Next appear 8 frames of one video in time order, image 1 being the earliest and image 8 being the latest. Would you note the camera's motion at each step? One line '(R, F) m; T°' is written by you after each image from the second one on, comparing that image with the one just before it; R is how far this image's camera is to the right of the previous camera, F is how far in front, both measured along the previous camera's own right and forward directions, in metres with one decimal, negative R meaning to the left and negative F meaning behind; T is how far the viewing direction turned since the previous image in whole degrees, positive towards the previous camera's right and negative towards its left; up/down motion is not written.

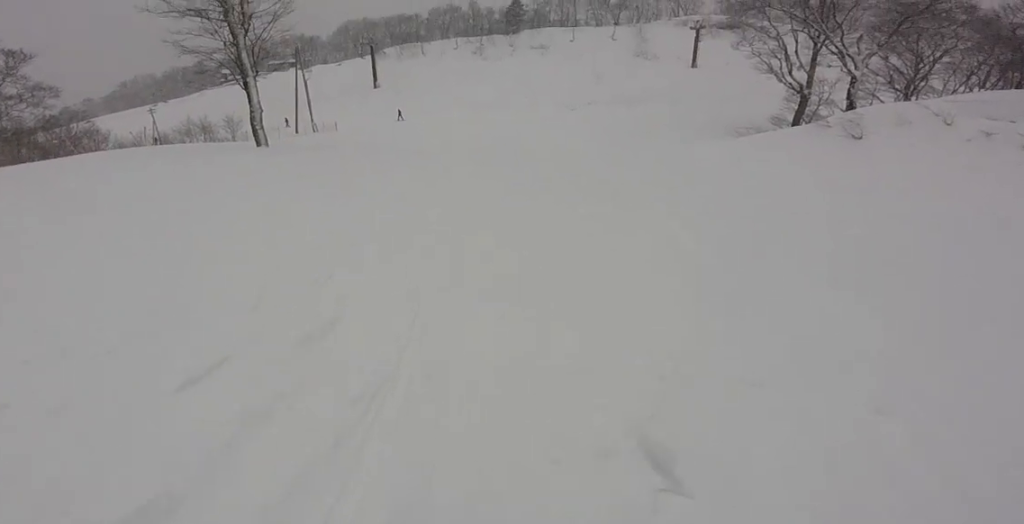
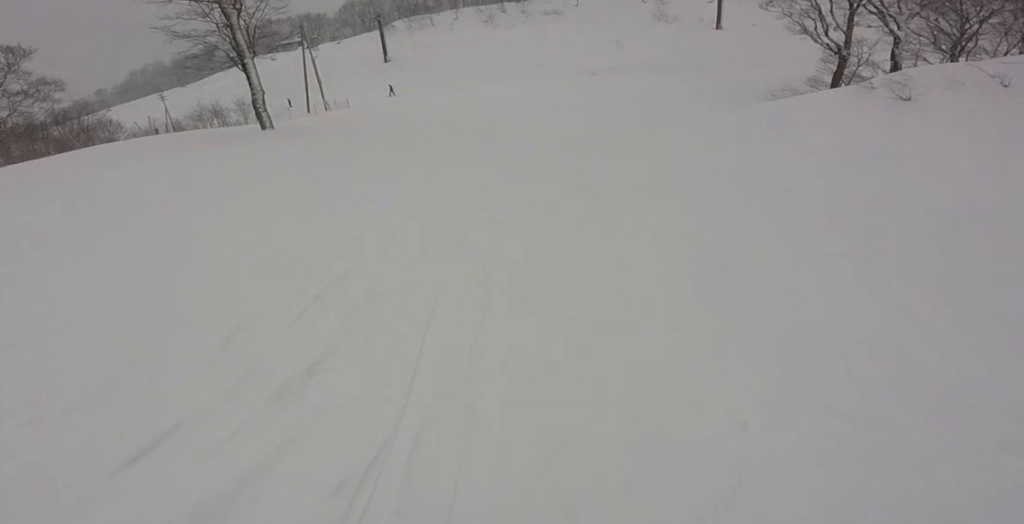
(-0.4, +1.7) m; -9°
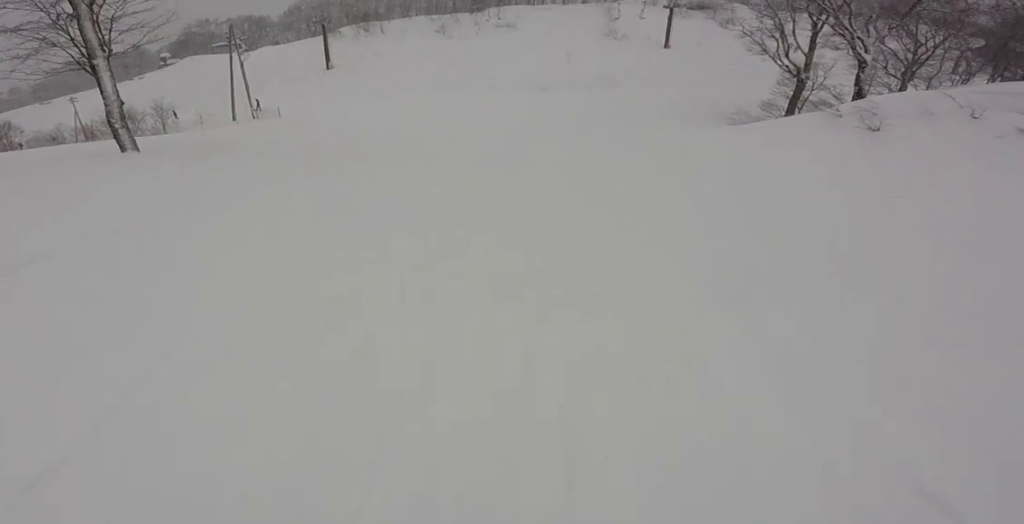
(+1.3, +6.4) m; +13°
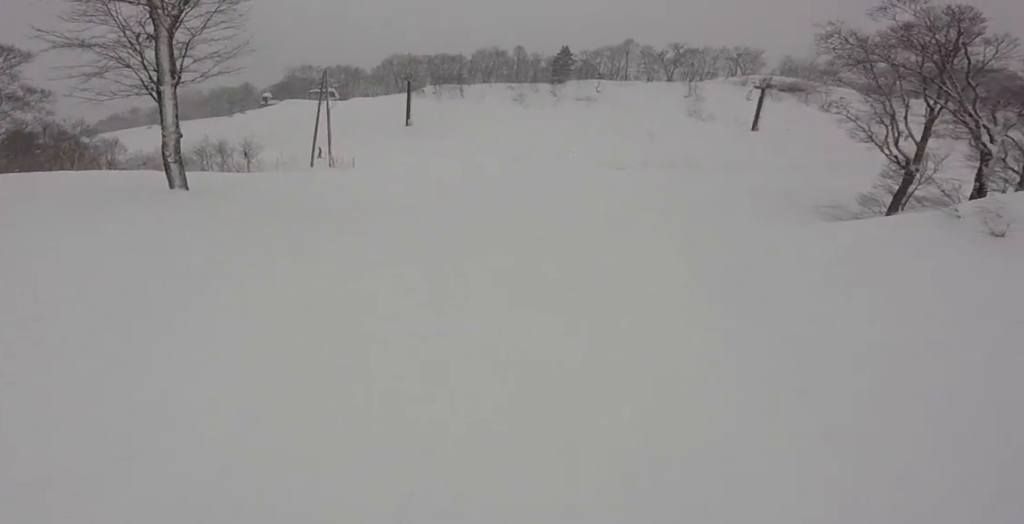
(-0.6, +2.8) m; -11°
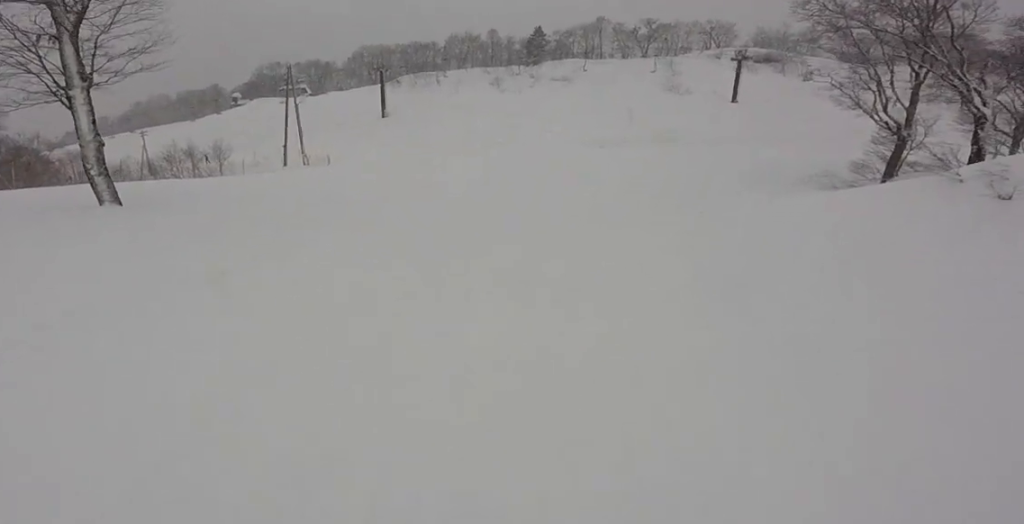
(-0.2, +2.0) m; -6°
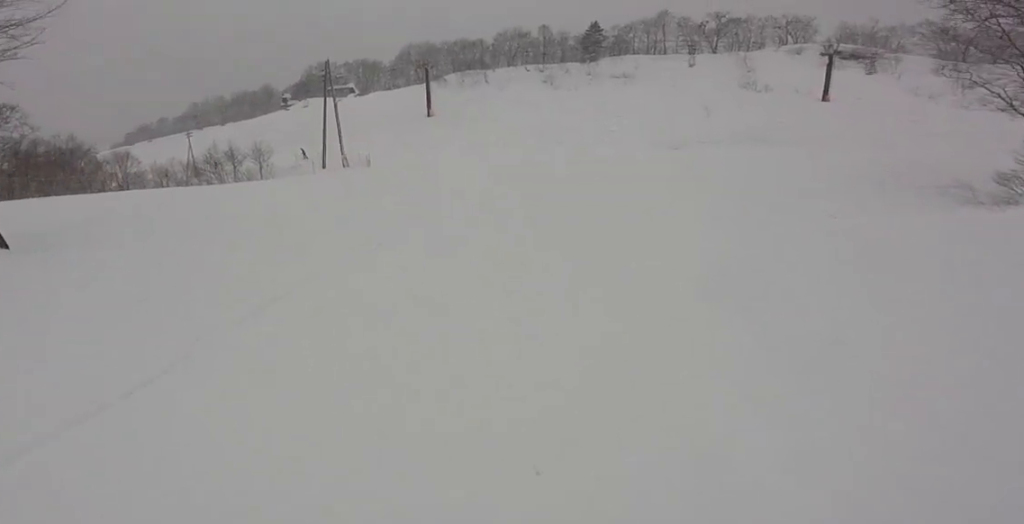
(-0.1, +6.4) m; -7°
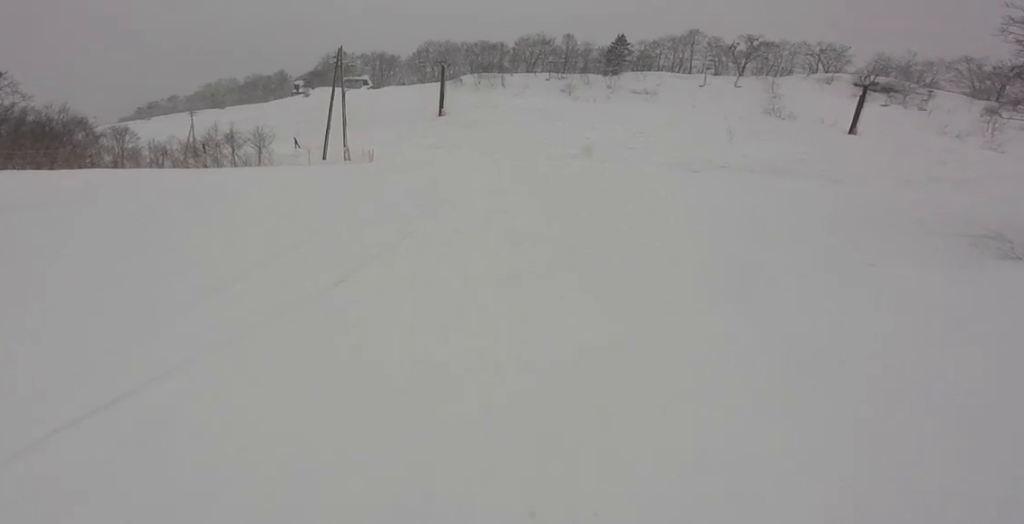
(-0.2, +3.1) m; -3°
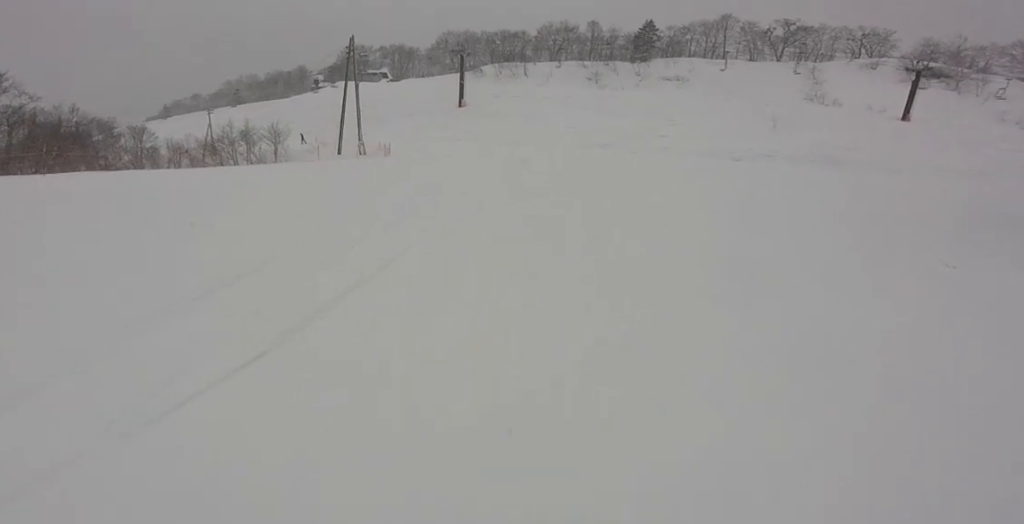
(-0.3, +2.9) m; 0°
